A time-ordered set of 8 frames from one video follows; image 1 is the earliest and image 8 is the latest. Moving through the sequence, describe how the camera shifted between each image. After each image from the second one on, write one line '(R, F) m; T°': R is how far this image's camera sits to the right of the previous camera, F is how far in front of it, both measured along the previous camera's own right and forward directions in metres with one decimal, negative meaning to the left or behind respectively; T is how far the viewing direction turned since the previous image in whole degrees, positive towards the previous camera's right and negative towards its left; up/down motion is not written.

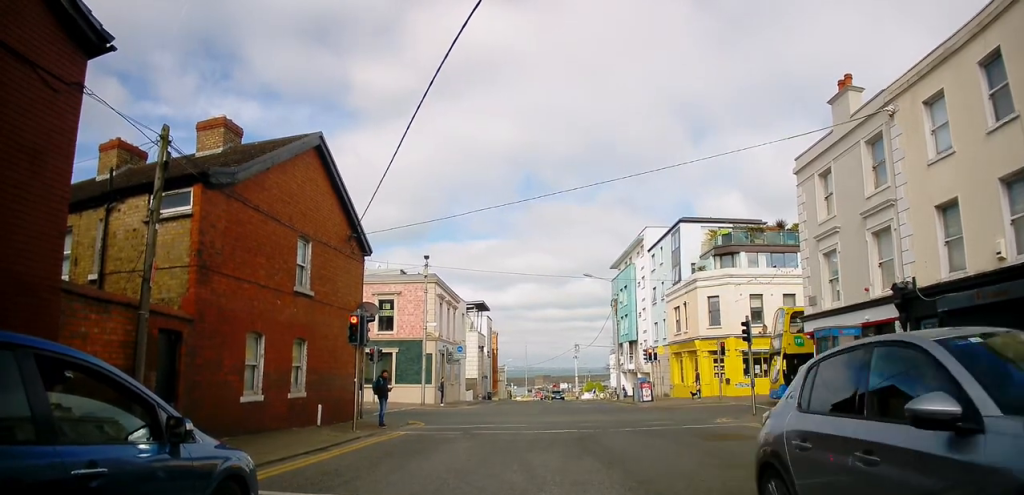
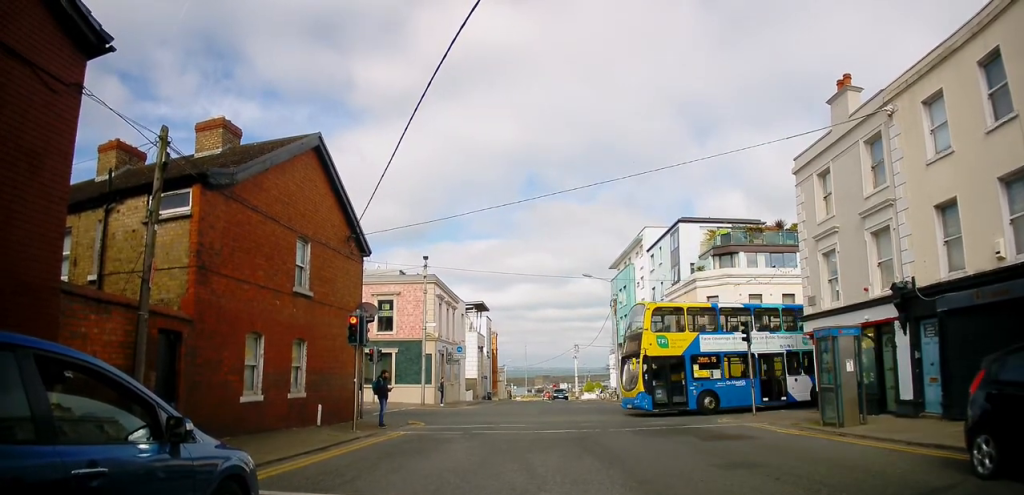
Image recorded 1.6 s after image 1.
(0.0, 0.0) m; 0°
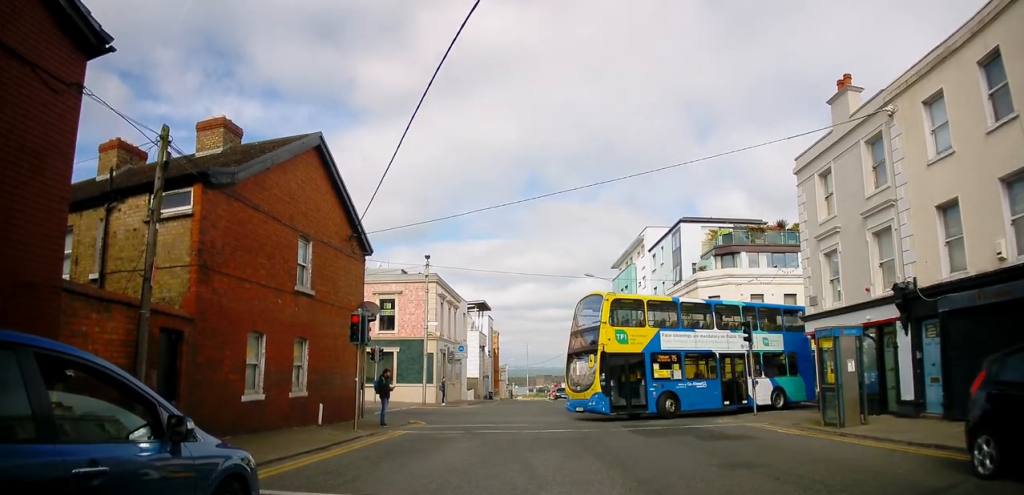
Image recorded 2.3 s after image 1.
(0.0, 0.0) m; 0°
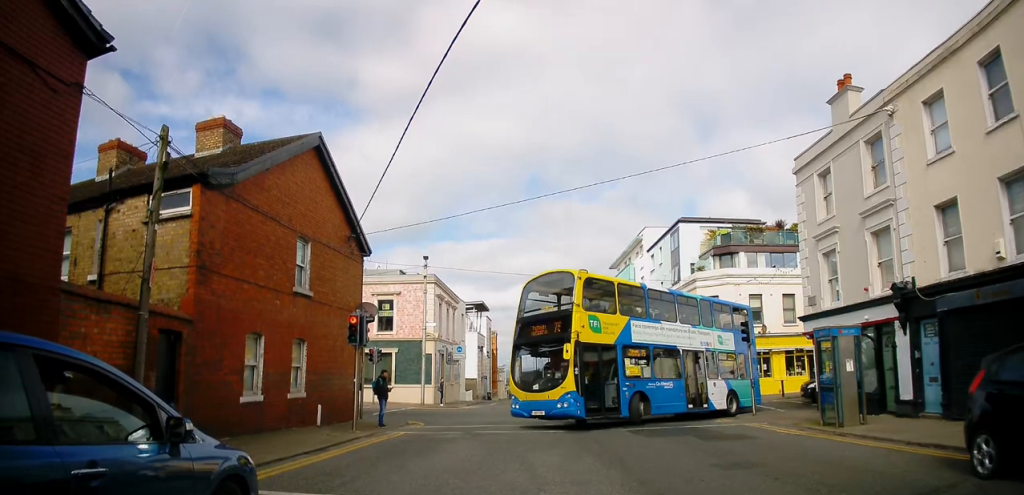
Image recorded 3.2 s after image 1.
(0.0, 0.0) m; 0°
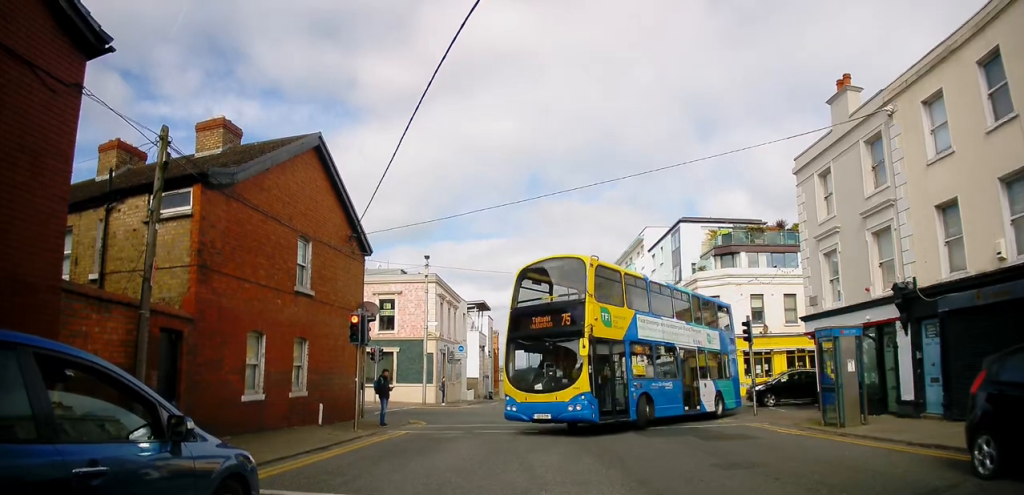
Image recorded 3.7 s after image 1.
(0.0, 0.0) m; 0°
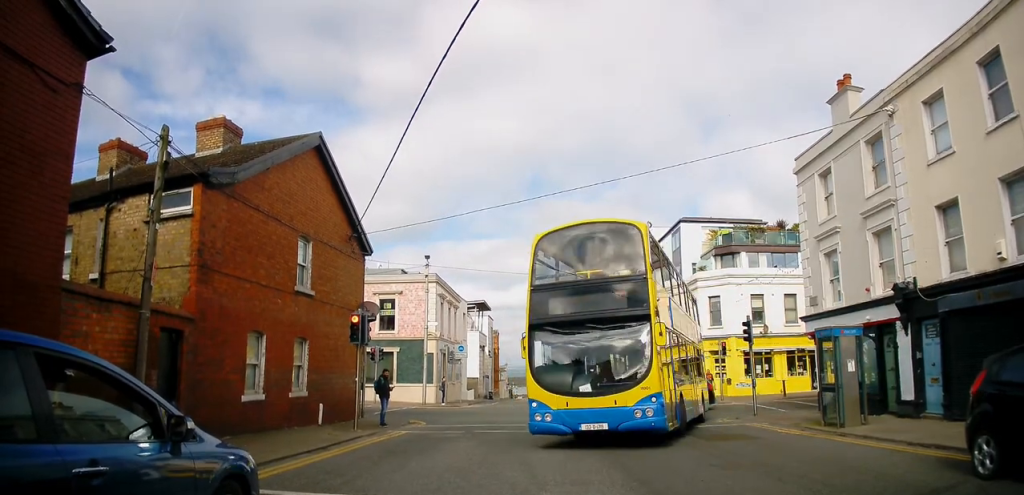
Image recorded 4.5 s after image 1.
(0.0, 0.0) m; 0°
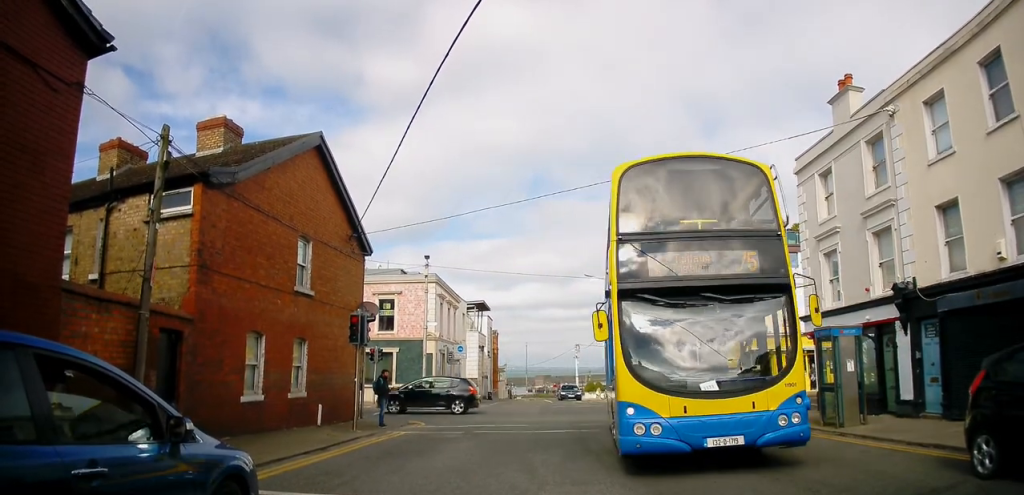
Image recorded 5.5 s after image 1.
(0.0, 0.0) m; 0°
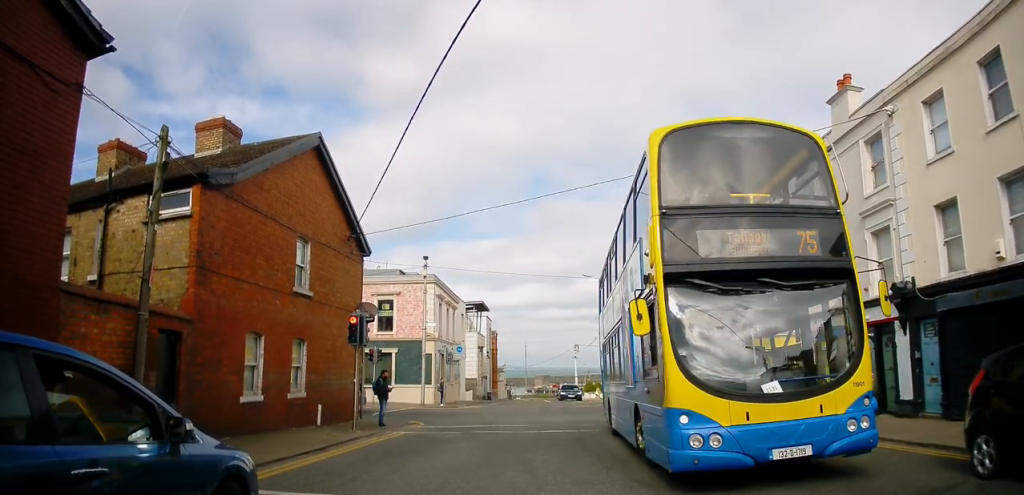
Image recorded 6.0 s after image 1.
(0.0, 0.0) m; 0°
